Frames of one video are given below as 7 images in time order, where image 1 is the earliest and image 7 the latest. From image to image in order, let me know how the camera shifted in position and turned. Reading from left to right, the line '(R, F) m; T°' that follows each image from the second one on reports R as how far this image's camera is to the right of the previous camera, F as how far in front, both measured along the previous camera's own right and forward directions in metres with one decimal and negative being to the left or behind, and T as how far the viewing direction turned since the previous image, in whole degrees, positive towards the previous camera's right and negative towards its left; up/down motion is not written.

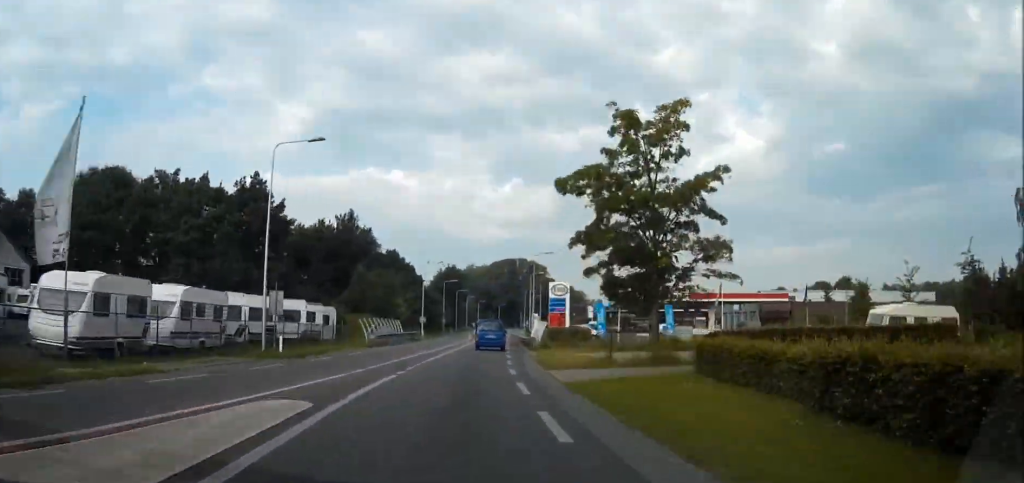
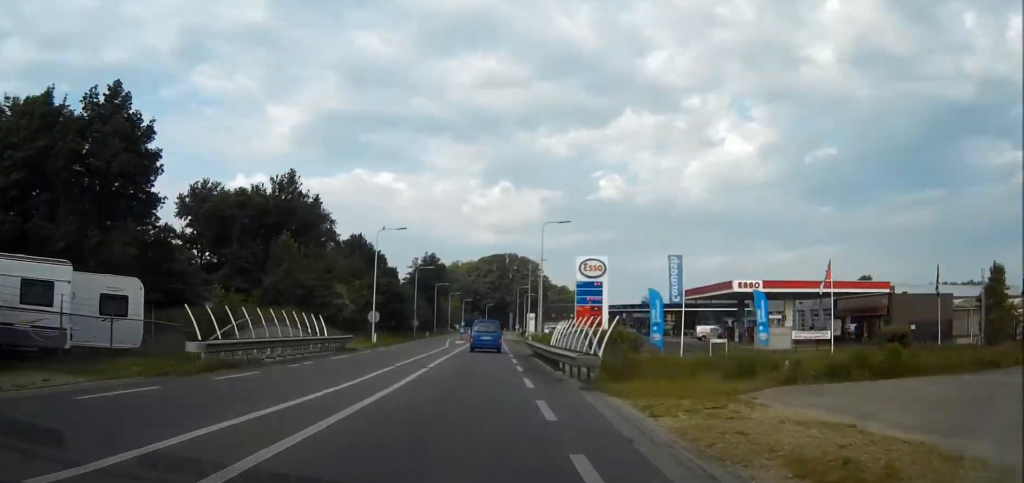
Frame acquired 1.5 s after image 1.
(-0.1, +28.0) m; +1°
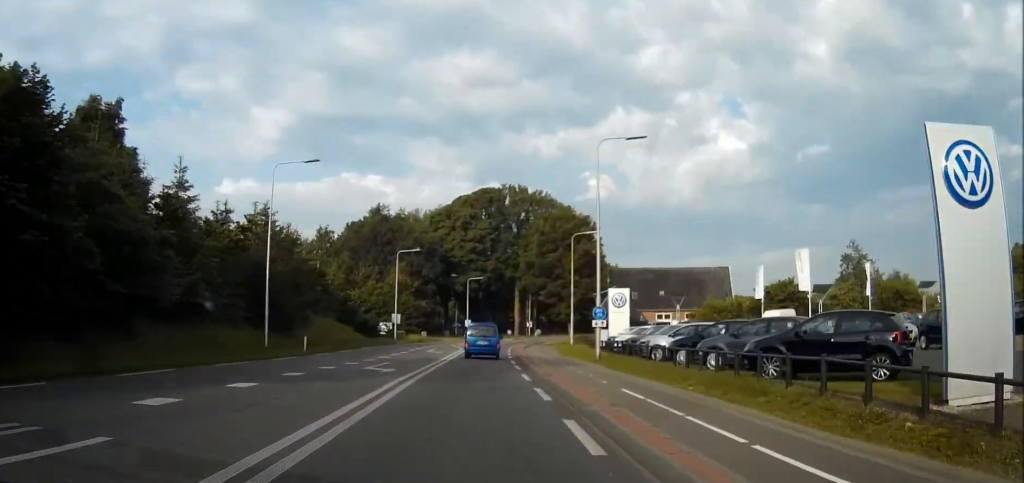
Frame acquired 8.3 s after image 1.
(+3.7, +121.8) m; +3°
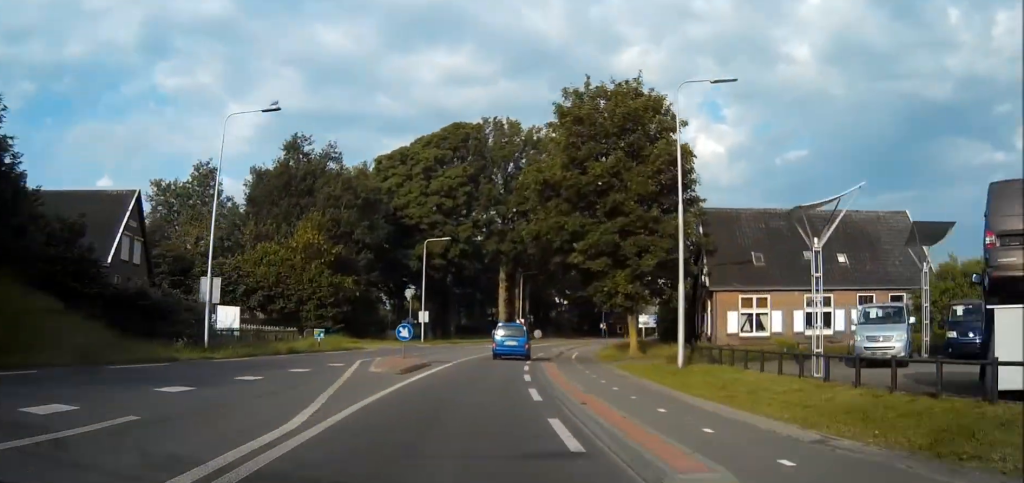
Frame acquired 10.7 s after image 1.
(+0.2, +41.8) m; +2°
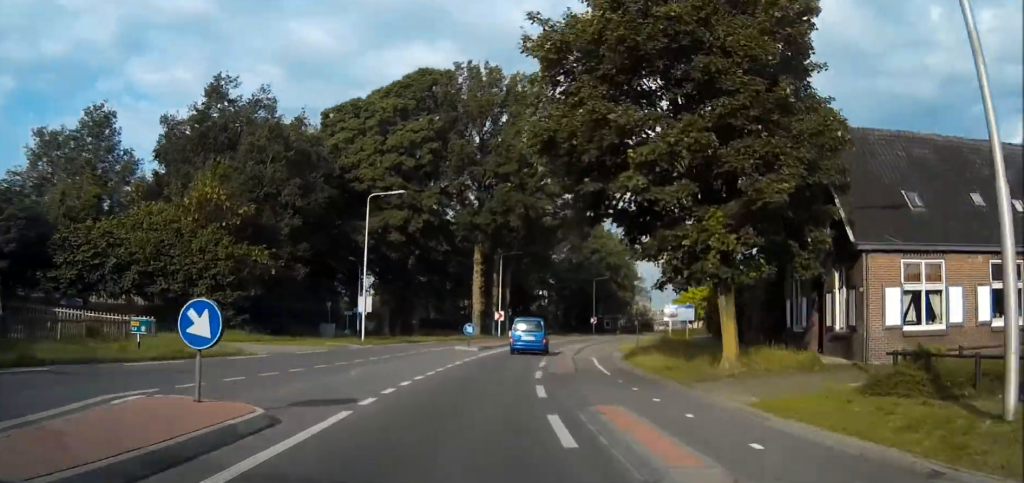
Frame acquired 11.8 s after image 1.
(+0.2, +17.9) m; +2°
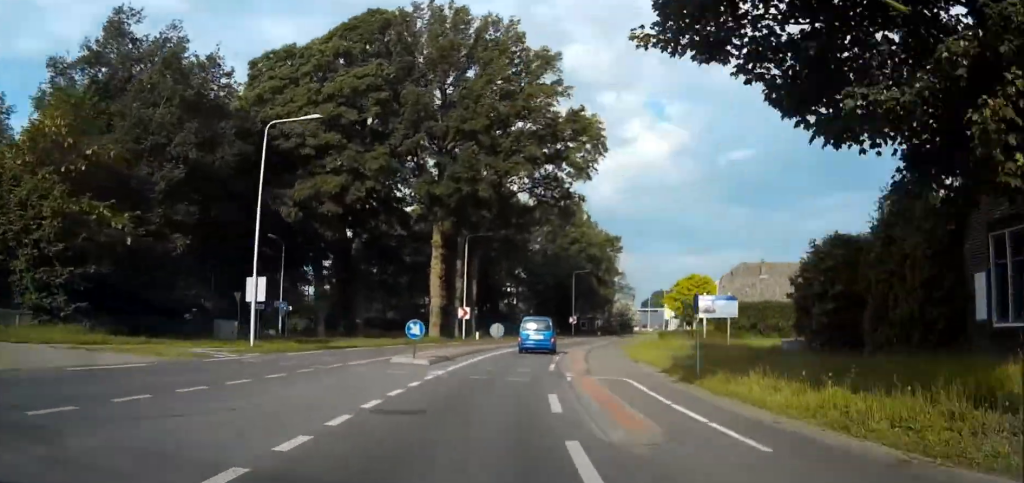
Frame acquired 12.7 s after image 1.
(+0.3, +14.5) m; +2°
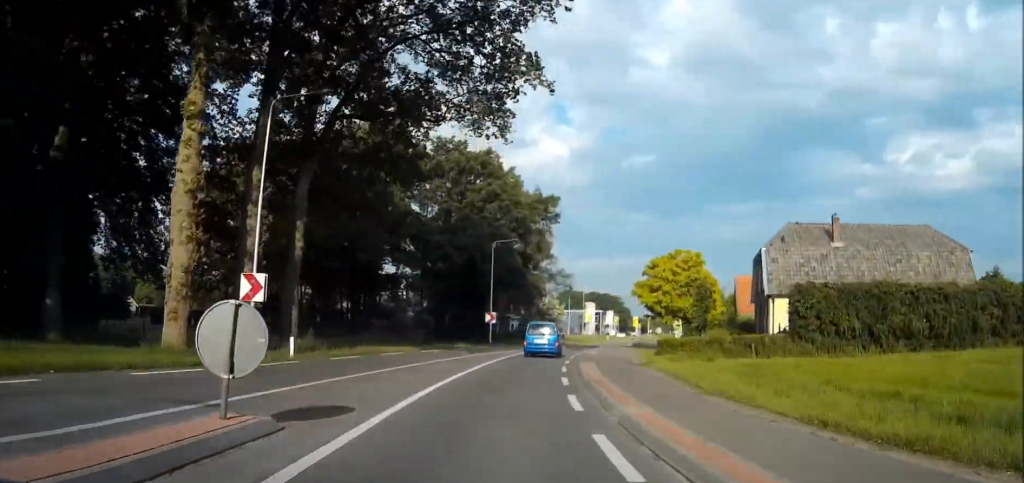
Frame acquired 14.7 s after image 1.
(+1.5, +34.3) m; +7°
